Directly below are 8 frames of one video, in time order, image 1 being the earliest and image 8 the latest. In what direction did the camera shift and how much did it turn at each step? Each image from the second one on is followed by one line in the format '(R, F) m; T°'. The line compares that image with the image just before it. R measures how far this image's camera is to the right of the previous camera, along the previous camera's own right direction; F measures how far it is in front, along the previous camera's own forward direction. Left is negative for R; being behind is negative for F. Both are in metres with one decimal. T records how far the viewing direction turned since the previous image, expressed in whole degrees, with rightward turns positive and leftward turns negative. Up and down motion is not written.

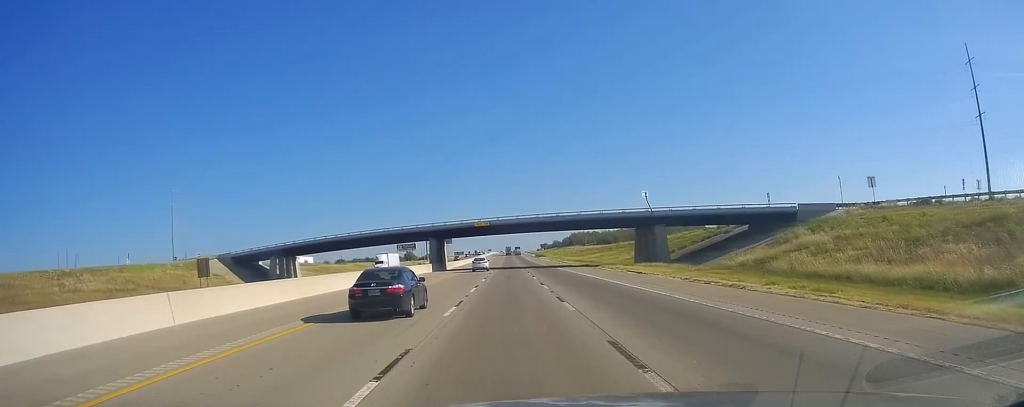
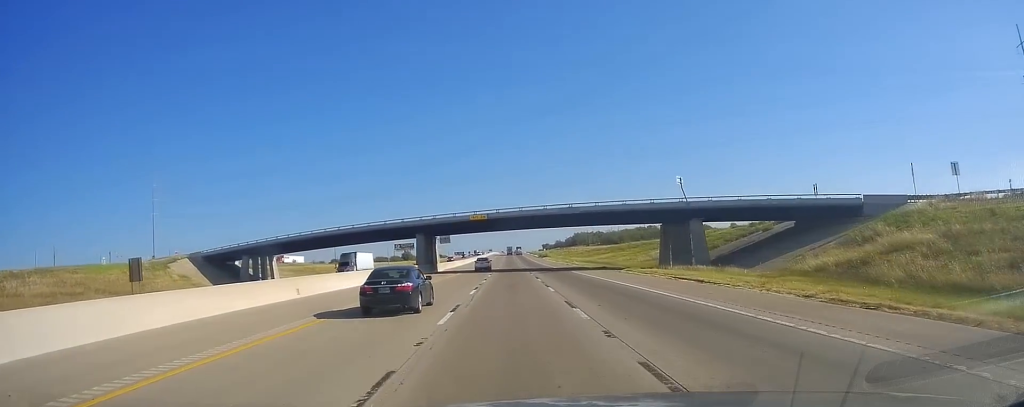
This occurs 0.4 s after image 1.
(-0.1, +14.3) m; 0°
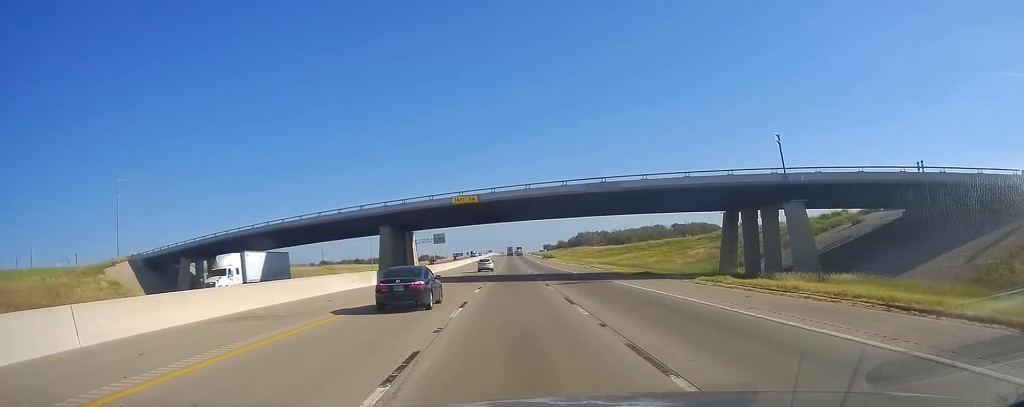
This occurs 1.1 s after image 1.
(-0.1, +22.3) m; 0°
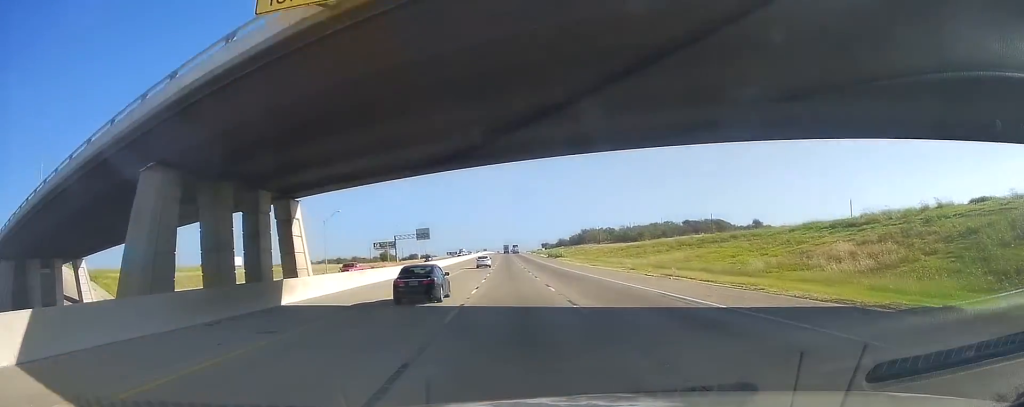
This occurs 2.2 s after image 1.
(-0.1, +37.8) m; 0°
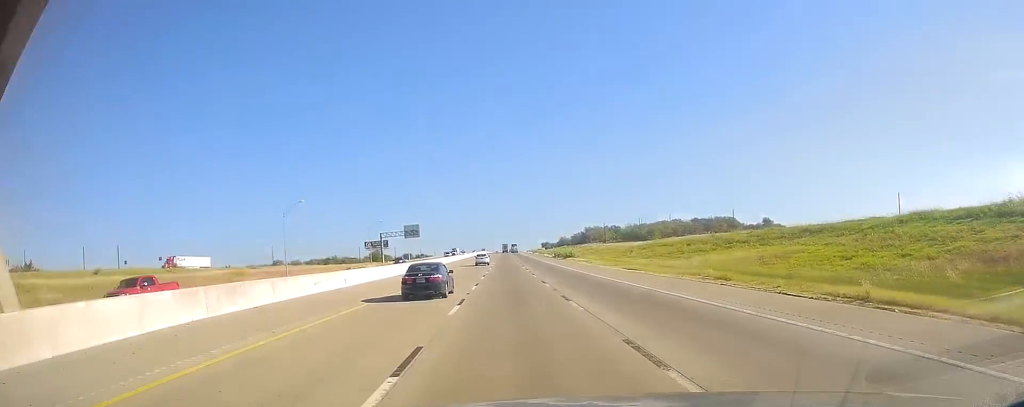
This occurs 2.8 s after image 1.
(+0.3, +22.4) m; 0°
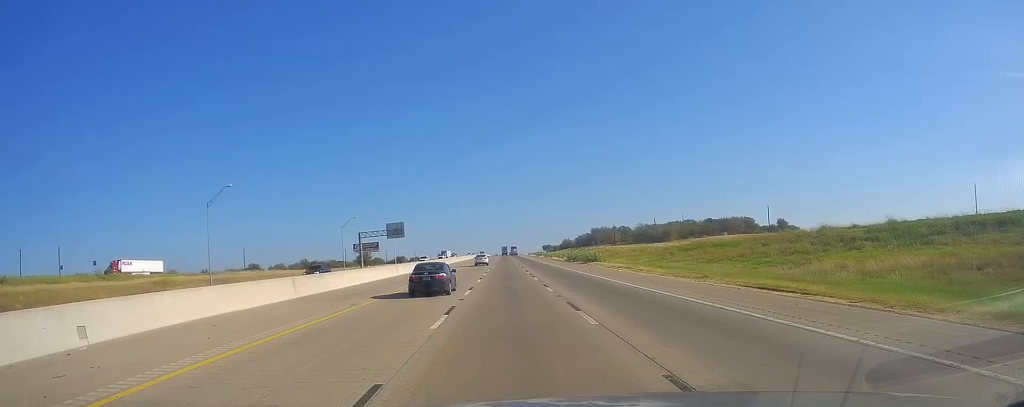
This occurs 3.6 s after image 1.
(-0.3, +27.6) m; +1°
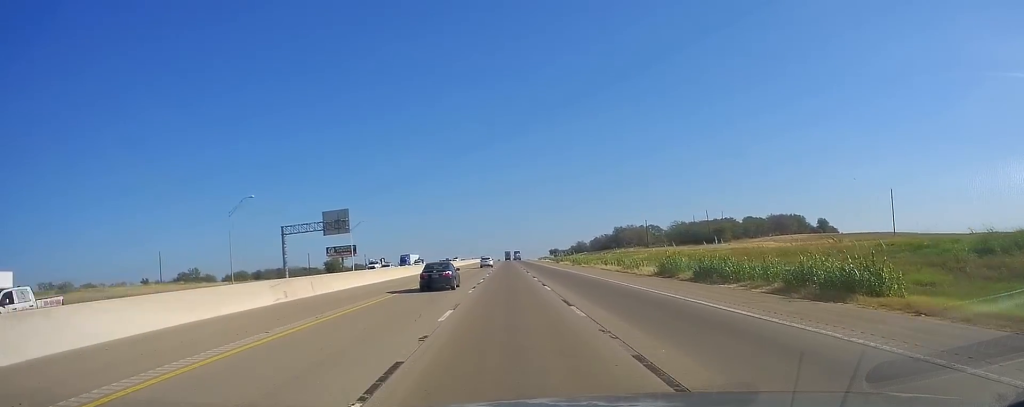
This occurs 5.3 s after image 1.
(+0.9, +58.9) m; 0°
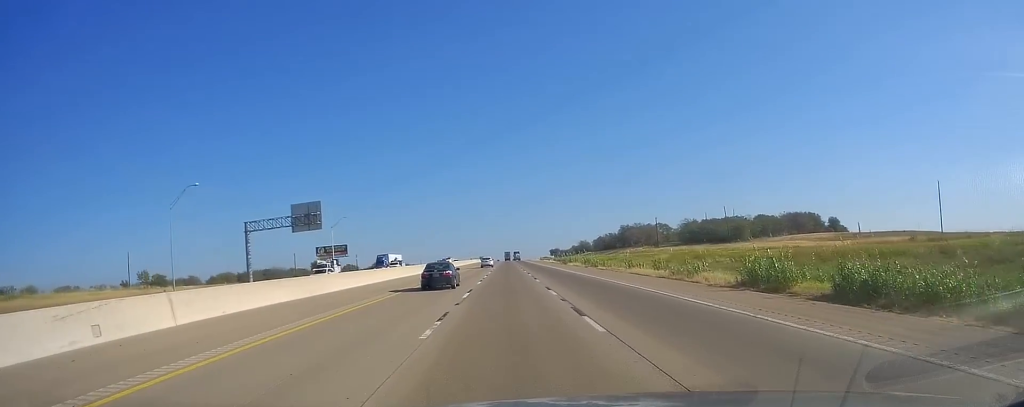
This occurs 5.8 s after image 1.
(-0.1, +15.4) m; -1°
